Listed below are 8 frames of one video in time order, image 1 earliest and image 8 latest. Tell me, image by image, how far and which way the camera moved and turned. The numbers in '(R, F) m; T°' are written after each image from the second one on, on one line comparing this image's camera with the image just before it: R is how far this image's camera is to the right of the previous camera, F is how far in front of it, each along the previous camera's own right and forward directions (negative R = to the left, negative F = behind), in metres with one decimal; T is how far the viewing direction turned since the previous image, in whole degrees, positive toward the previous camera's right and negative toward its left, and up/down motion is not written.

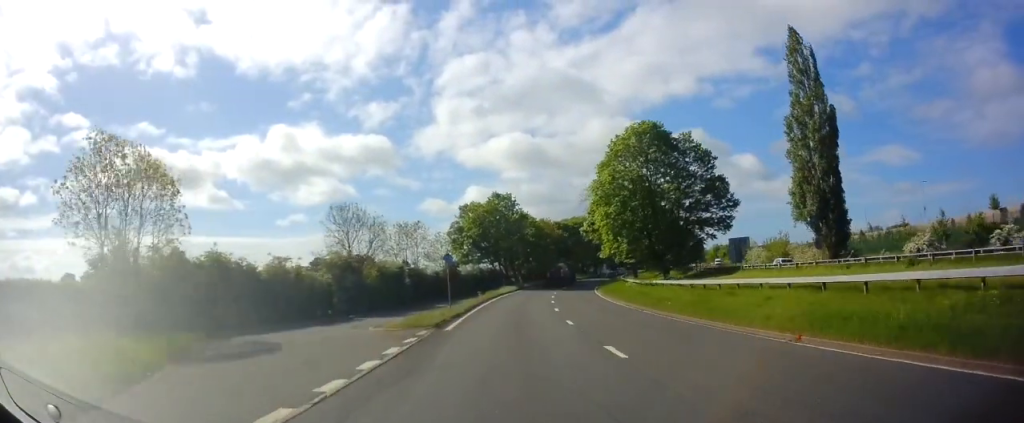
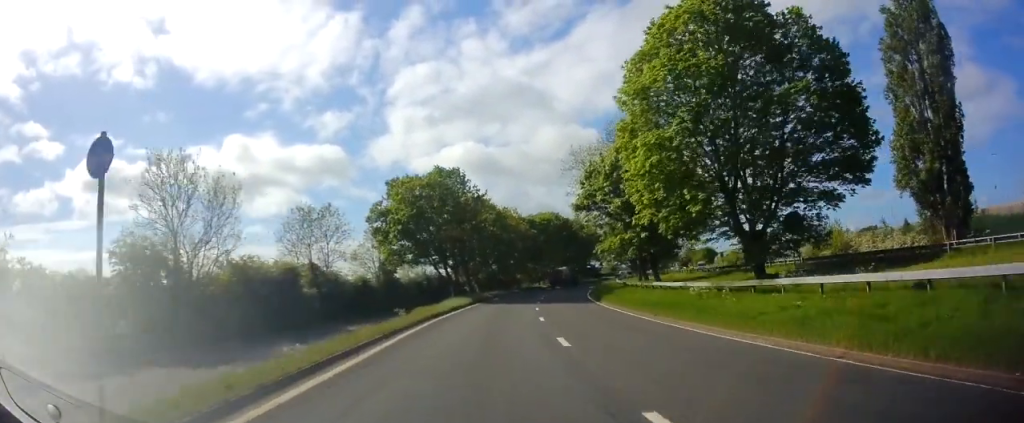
(+0.8, +23.5) m; +4°
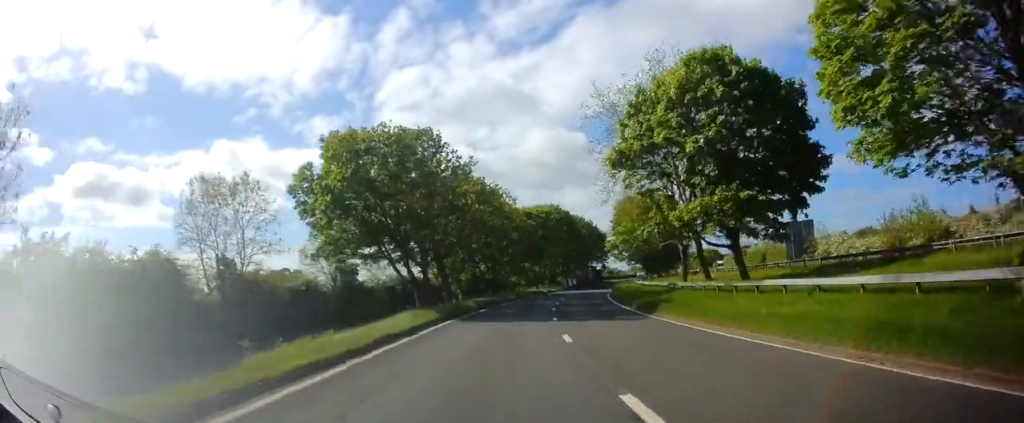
(+0.4, +16.6) m; +3°
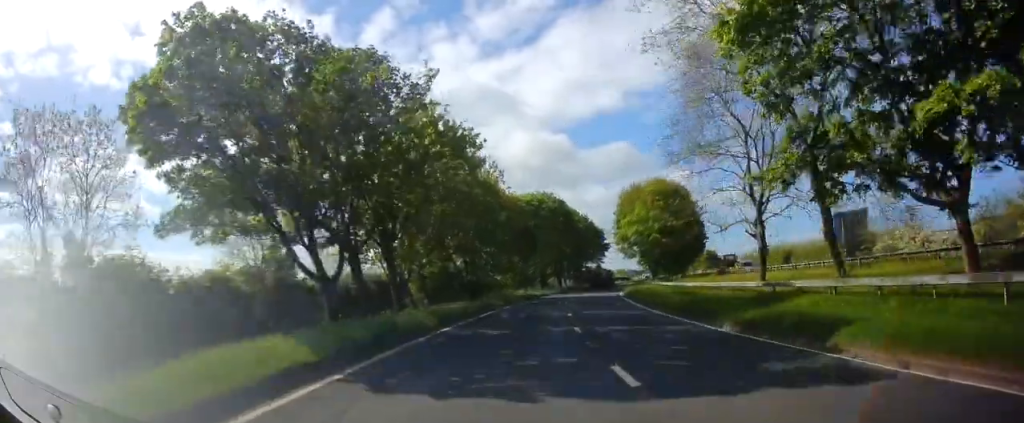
(+0.3, +15.2) m; +2°
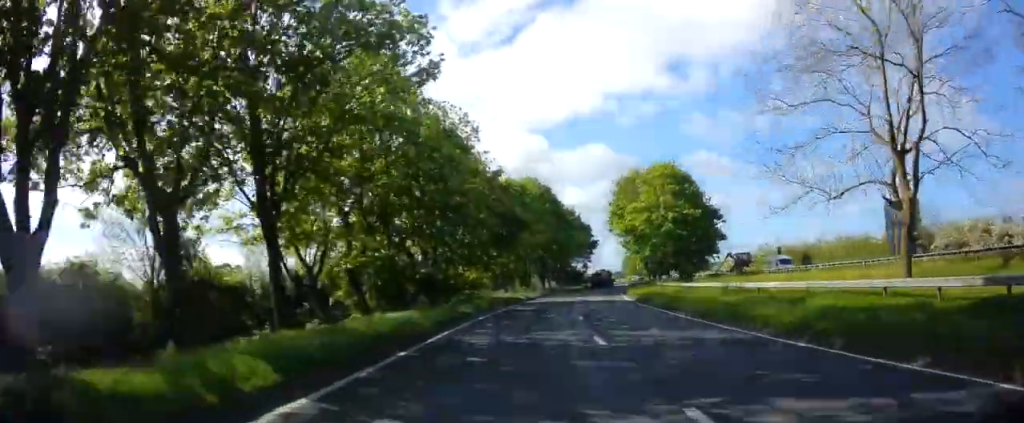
(+0.1, +12.5) m; +1°
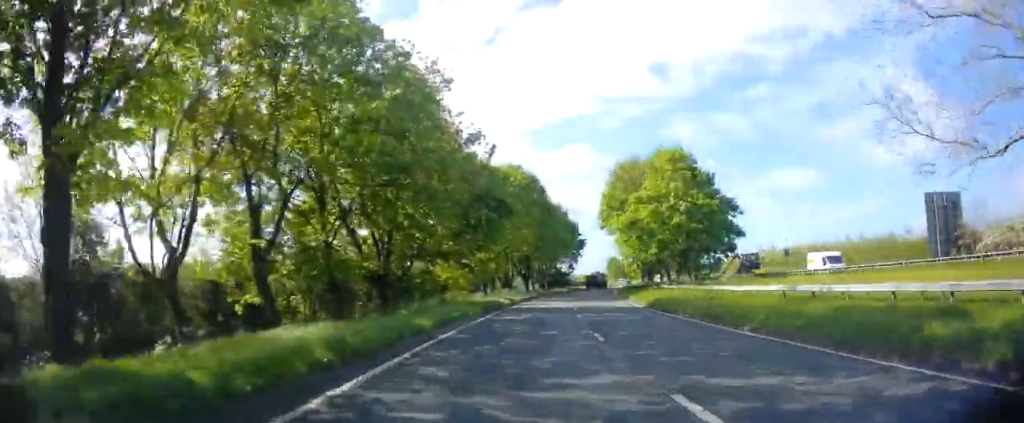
(-0.1, +8.1) m; +2°
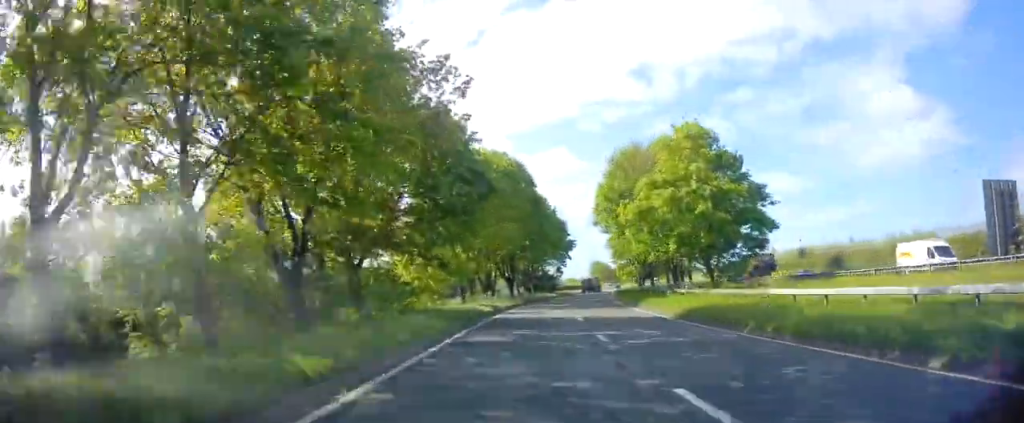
(+0.1, +8.4) m; +2°
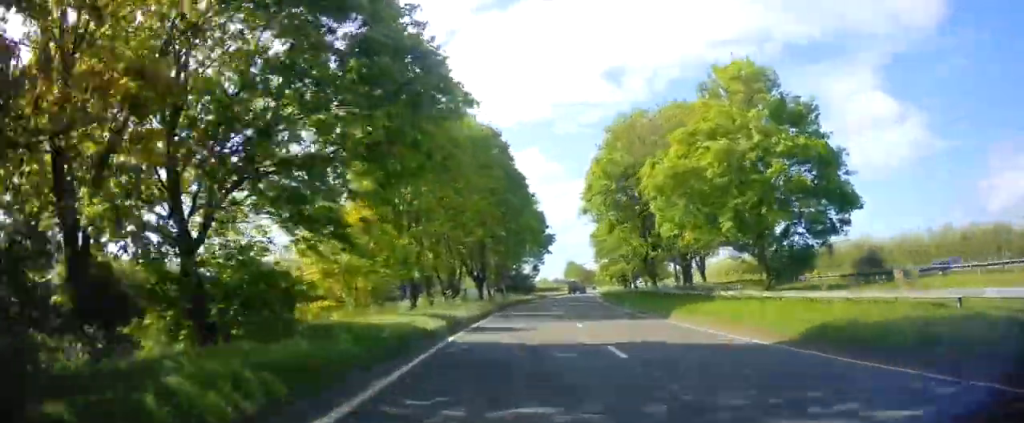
(+0.5, +11.7) m; +3°
